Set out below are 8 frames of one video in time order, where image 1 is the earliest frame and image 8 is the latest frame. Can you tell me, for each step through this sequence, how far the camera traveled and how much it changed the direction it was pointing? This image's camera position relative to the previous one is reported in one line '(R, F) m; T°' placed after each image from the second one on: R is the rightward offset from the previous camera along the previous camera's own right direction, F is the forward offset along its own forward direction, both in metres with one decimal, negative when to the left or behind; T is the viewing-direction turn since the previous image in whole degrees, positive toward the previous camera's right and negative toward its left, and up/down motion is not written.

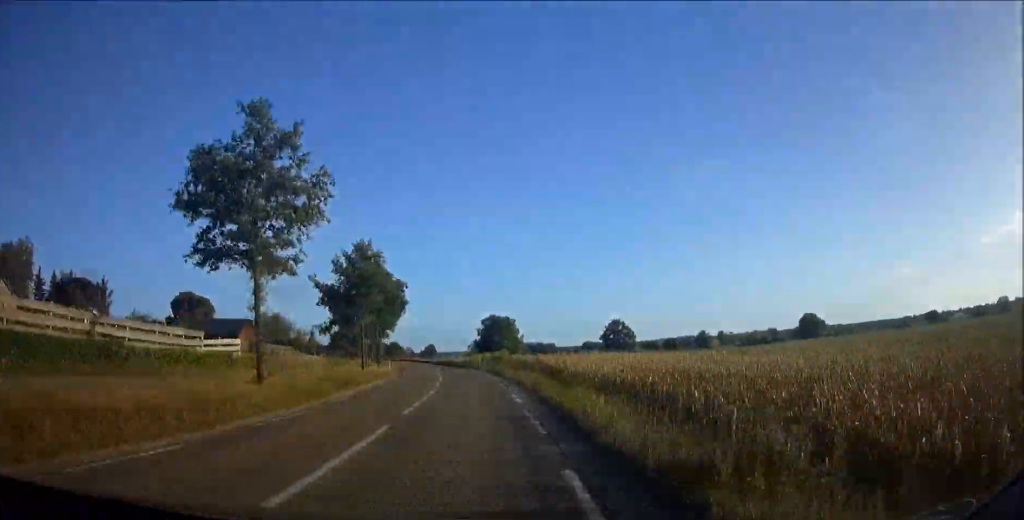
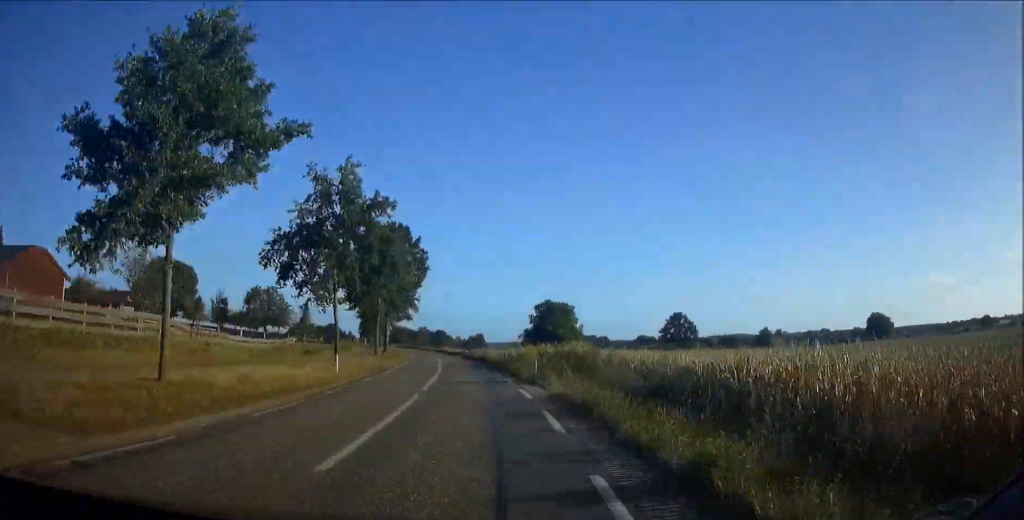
(0.0, +30.3) m; -2°
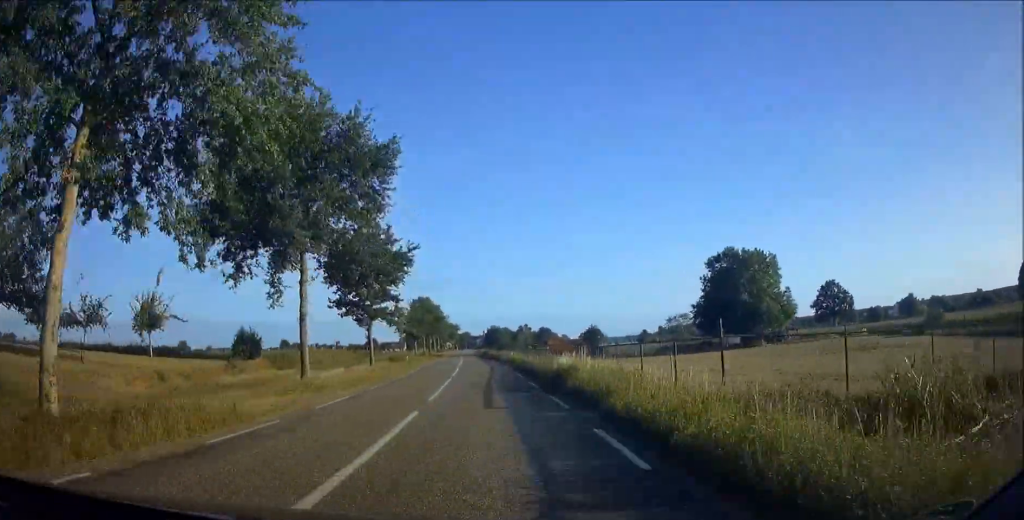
(-5.7, +79.4) m; -9°
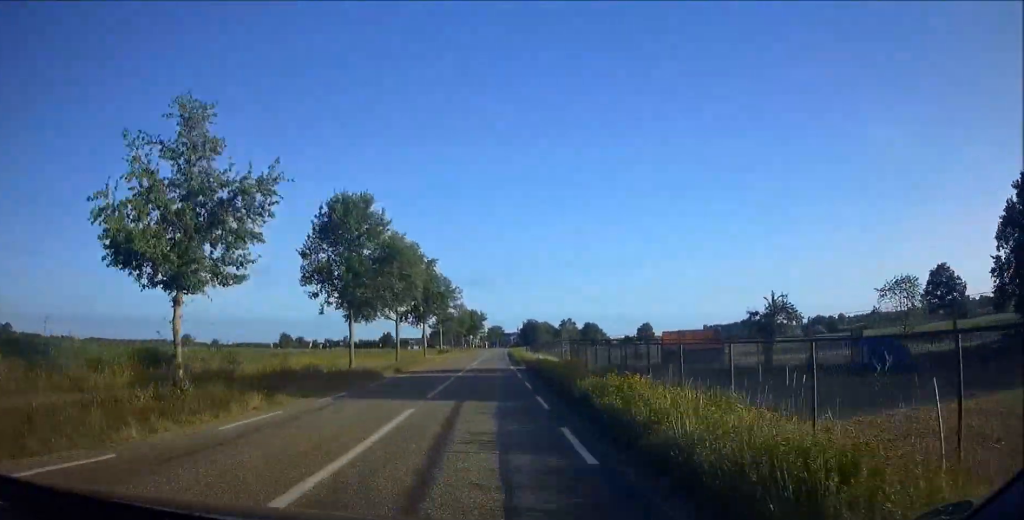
(-1.9, +70.1) m; -2°
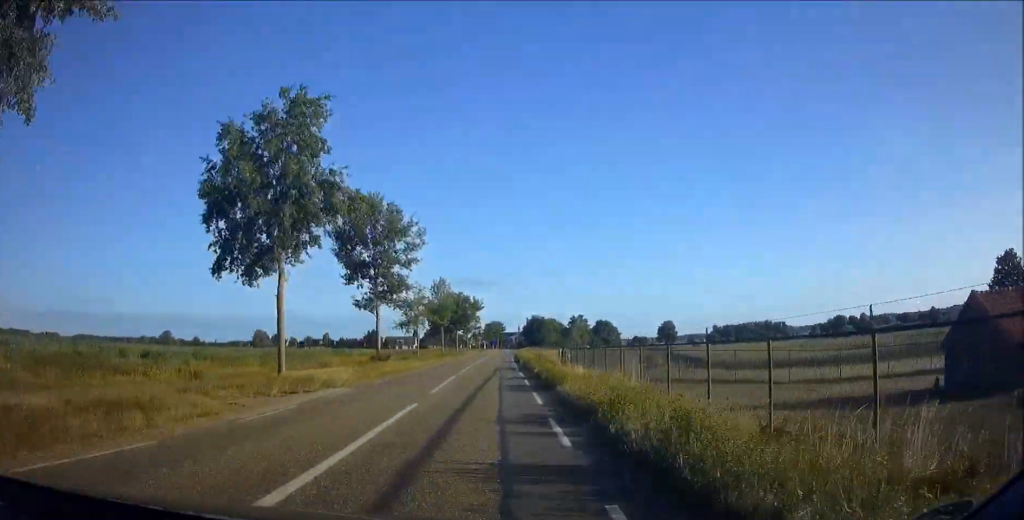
(-0.1, +46.2) m; 0°
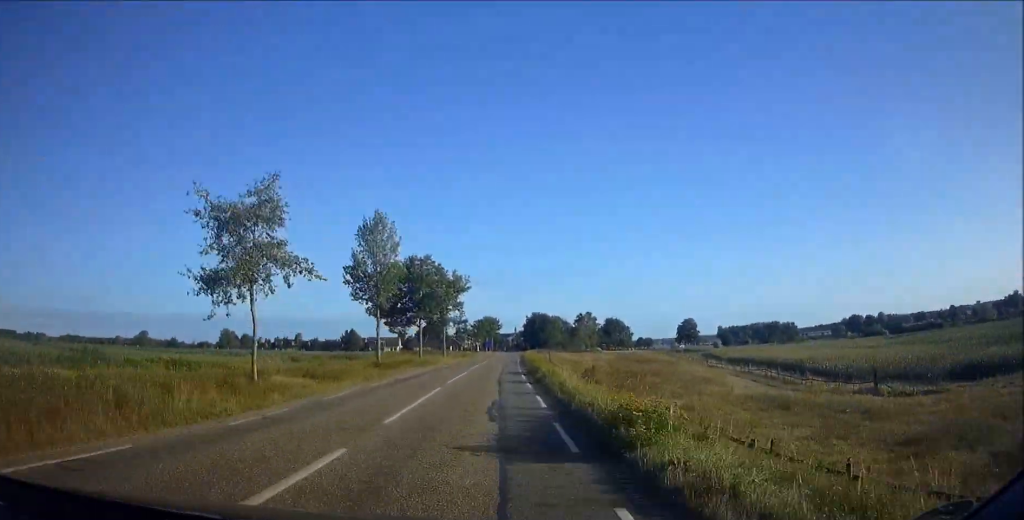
(+0.2, +41.2) m; +1°
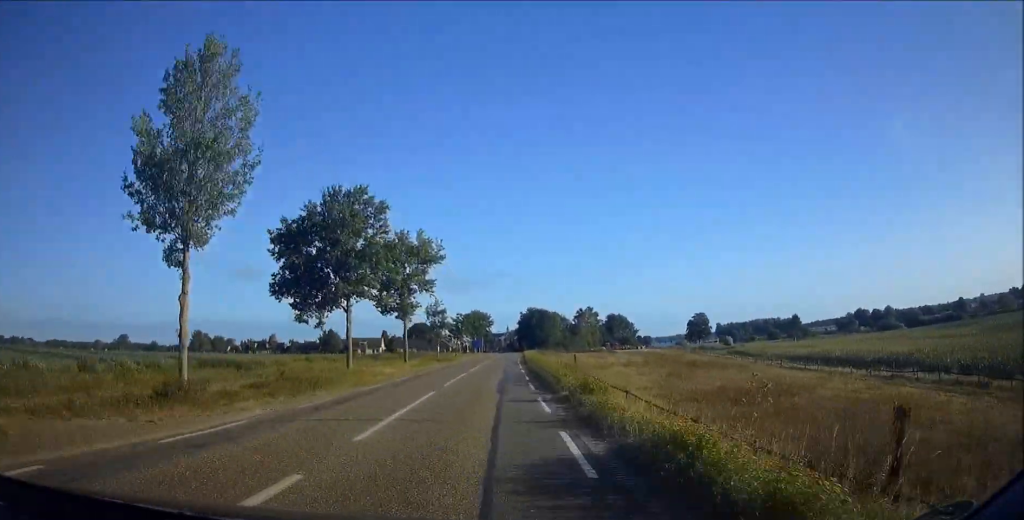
(0.0, +25.2) m; +1°
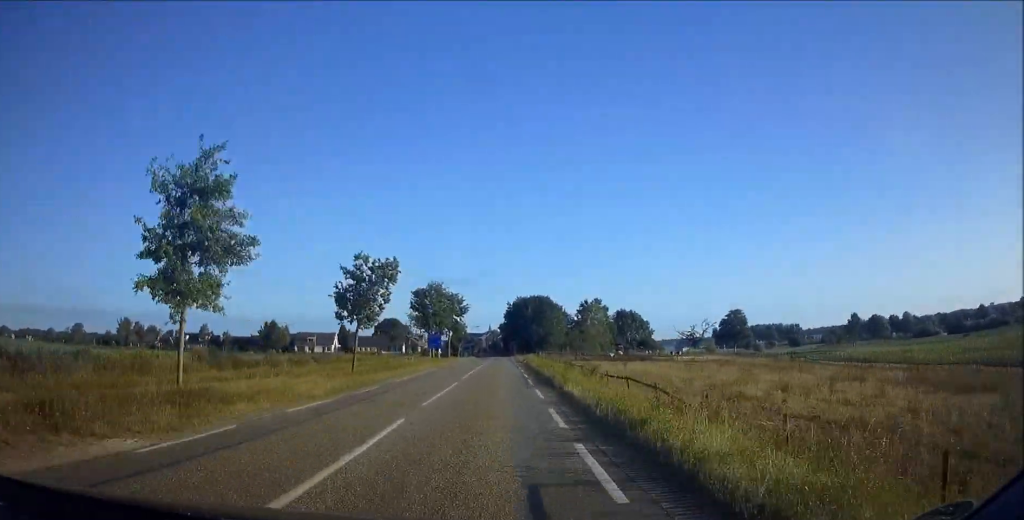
(+0.6, +51.6) m; +1°
